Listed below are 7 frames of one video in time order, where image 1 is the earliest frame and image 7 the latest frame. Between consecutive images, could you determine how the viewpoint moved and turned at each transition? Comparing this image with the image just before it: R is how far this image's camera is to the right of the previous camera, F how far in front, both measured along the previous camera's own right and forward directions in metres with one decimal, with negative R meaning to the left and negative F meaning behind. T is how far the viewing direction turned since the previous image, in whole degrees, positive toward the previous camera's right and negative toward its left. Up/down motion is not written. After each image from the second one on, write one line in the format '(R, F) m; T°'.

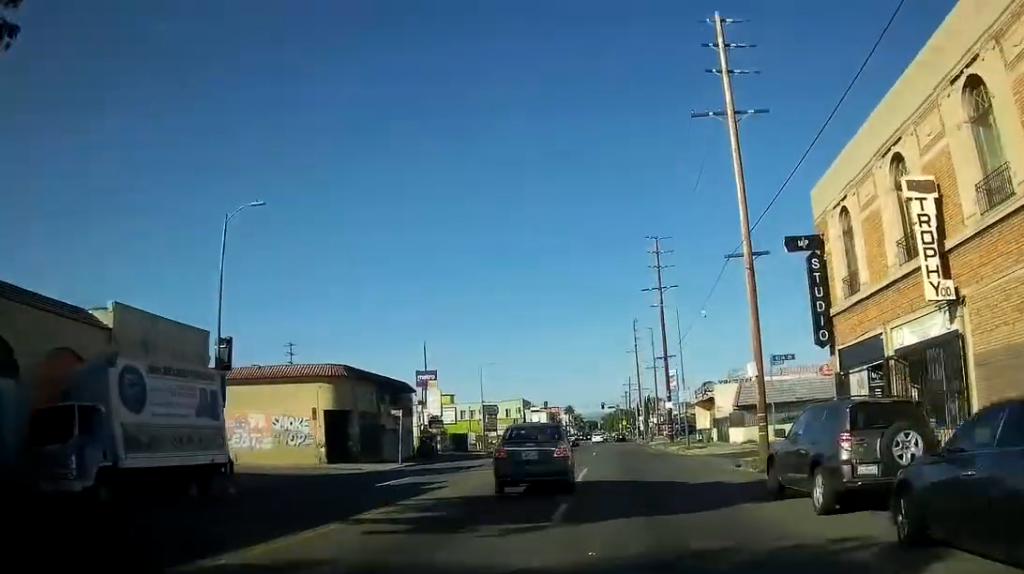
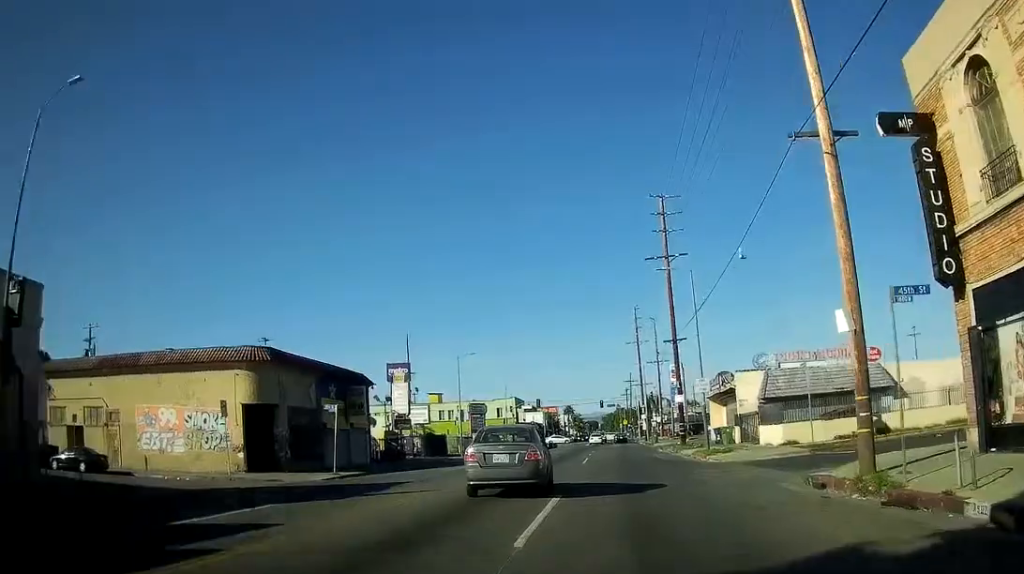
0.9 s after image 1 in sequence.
(-0.7, +10.9) m; -3°
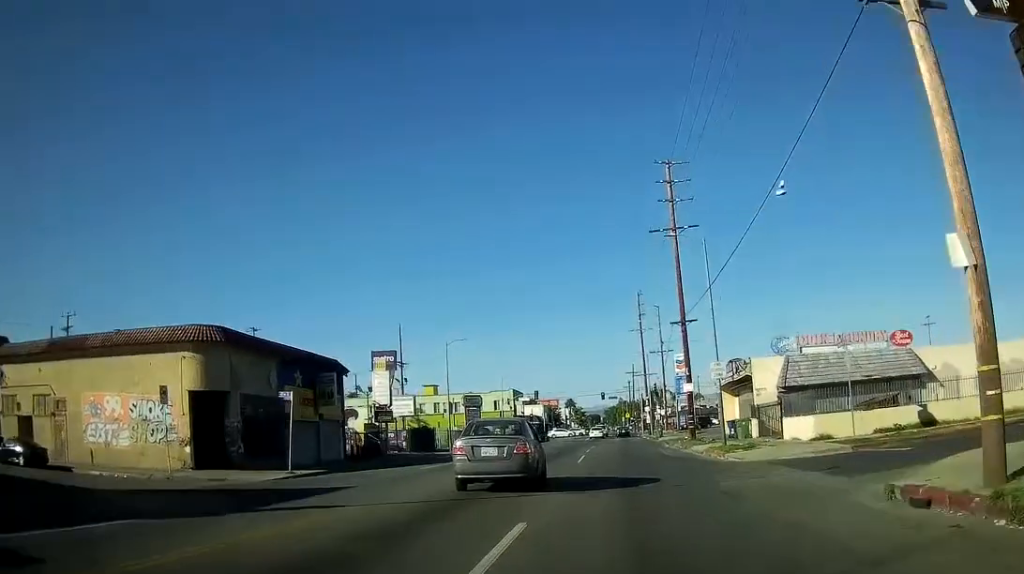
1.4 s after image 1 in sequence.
(0.0, +4.9) m; 0°
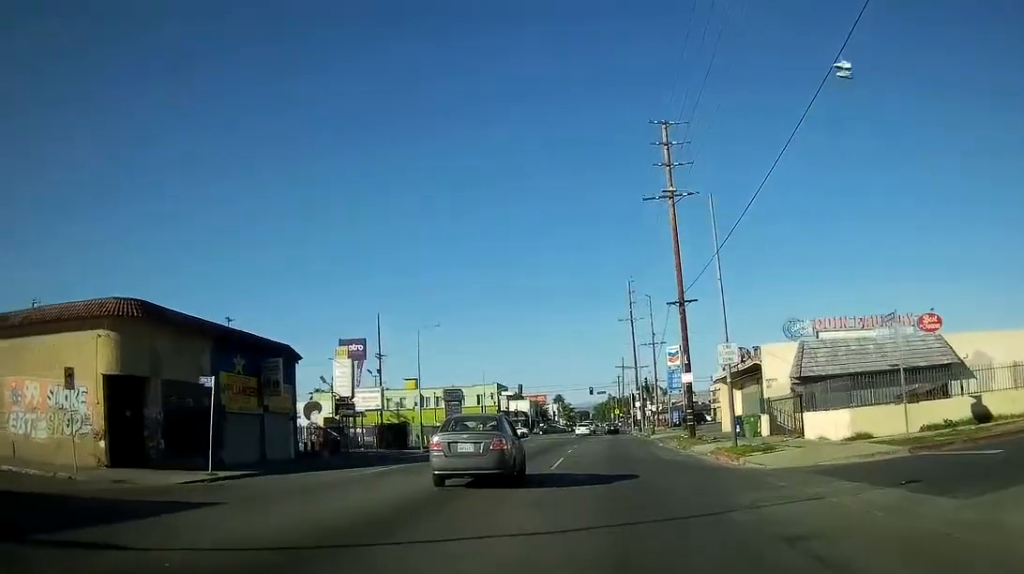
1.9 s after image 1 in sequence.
(0.0, +6.0) m; 0°
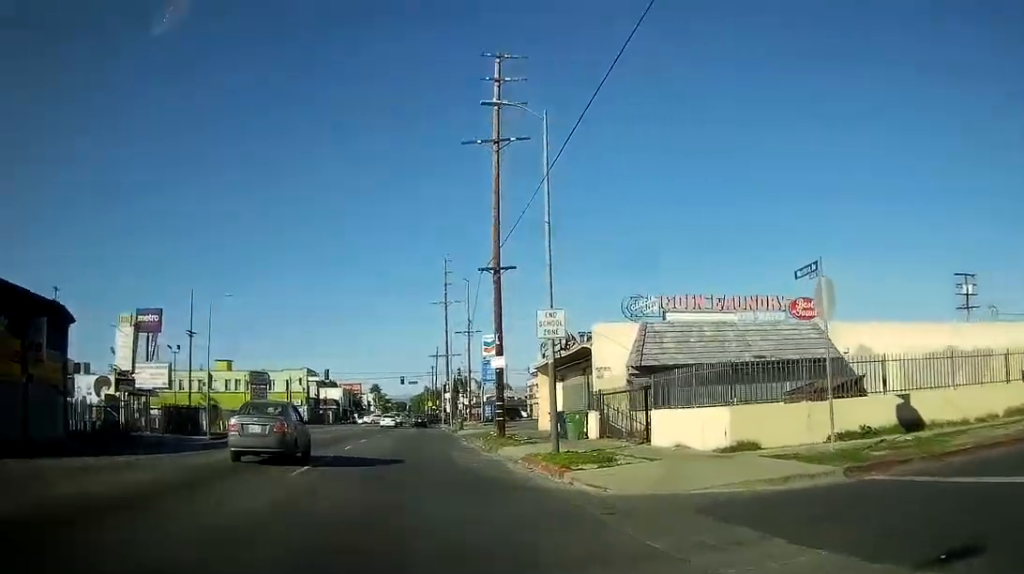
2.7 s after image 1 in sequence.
(0.0, +8.4) m; +6°
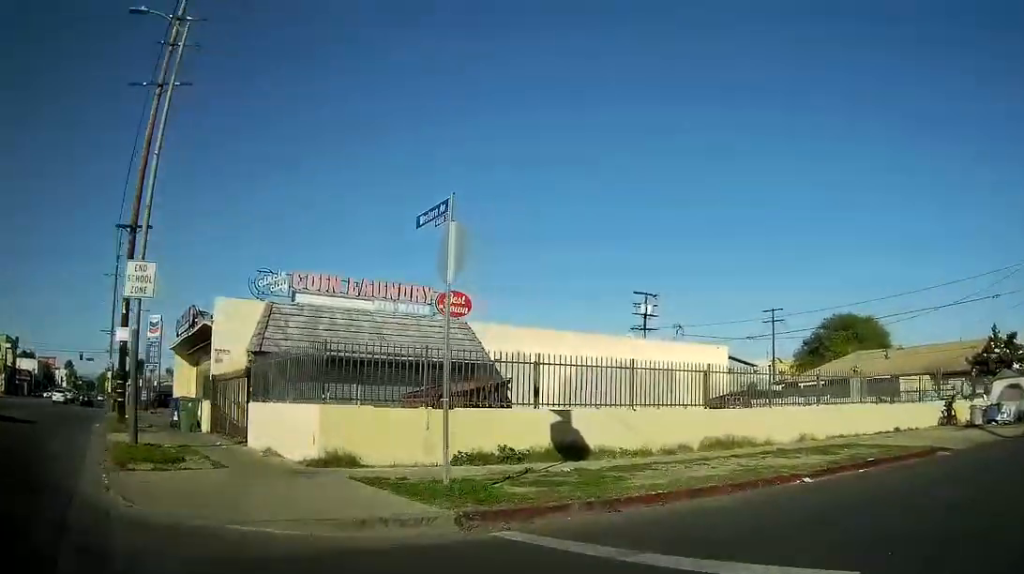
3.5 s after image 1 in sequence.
(+0.6, +6.9) m; +15°
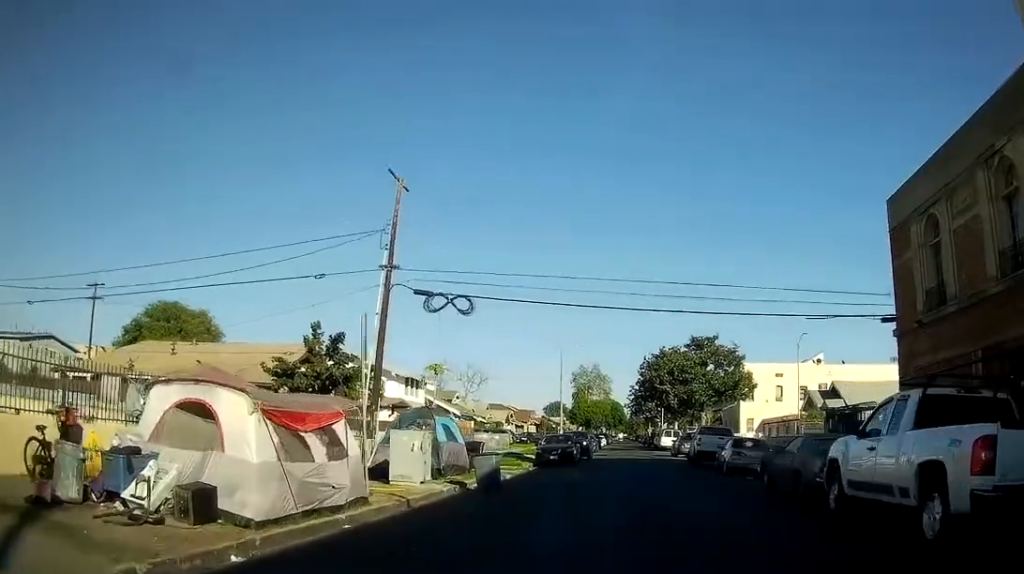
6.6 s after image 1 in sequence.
(+12.0, +13.2) m; +70°
